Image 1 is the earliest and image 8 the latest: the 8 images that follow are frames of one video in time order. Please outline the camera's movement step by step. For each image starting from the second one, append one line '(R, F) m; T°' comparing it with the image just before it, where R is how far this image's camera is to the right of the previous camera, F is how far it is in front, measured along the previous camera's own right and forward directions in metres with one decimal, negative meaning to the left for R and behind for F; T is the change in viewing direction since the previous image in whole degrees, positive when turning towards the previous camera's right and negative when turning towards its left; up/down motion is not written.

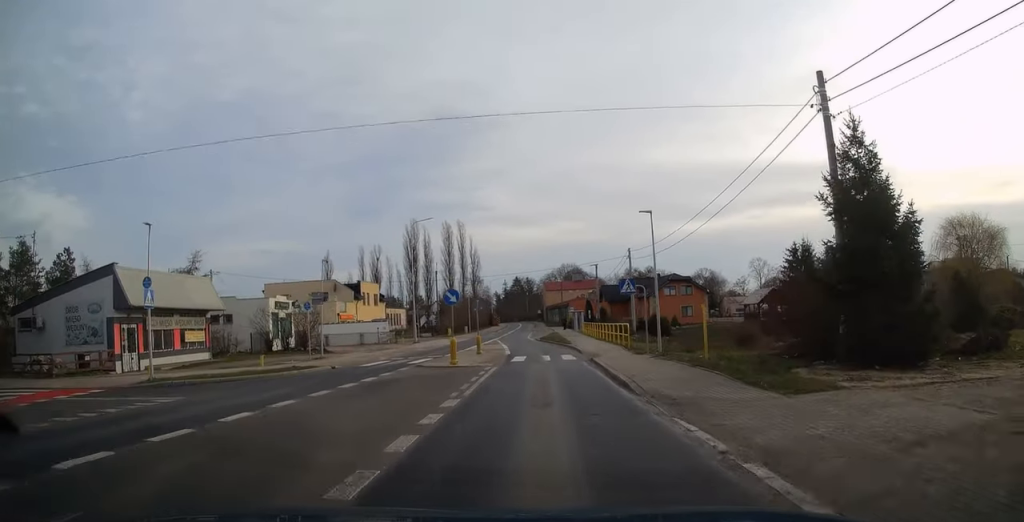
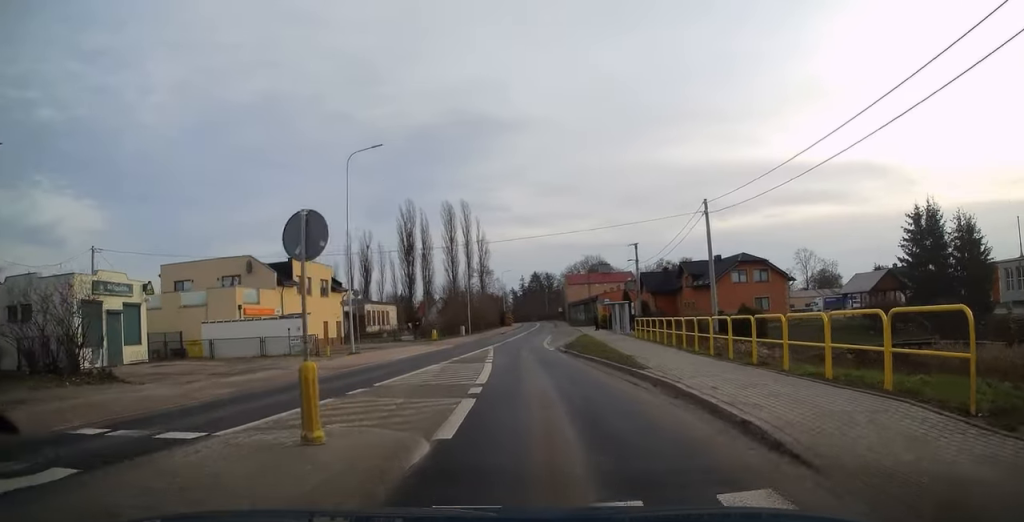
(+0.1, +23.1) m; -1°
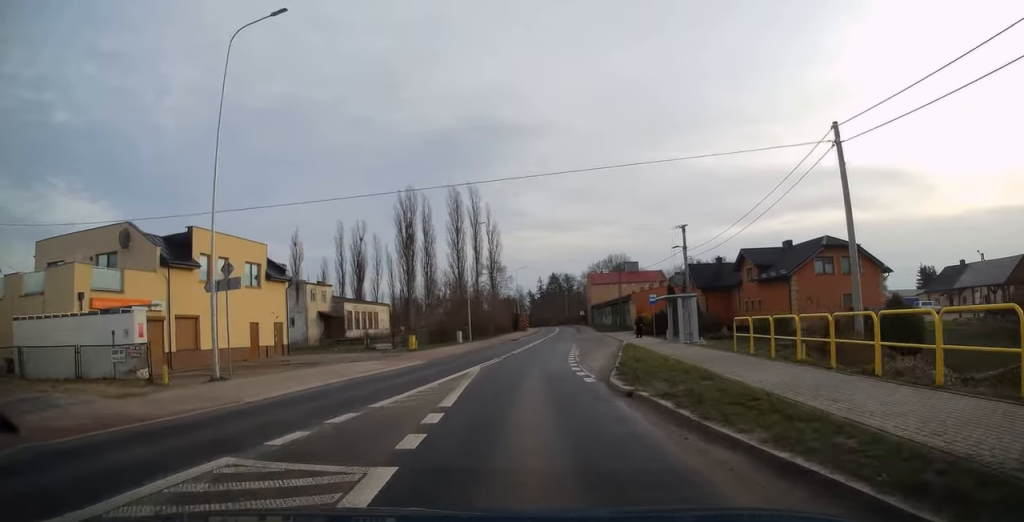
(-0.2, +15.9) m; -2°
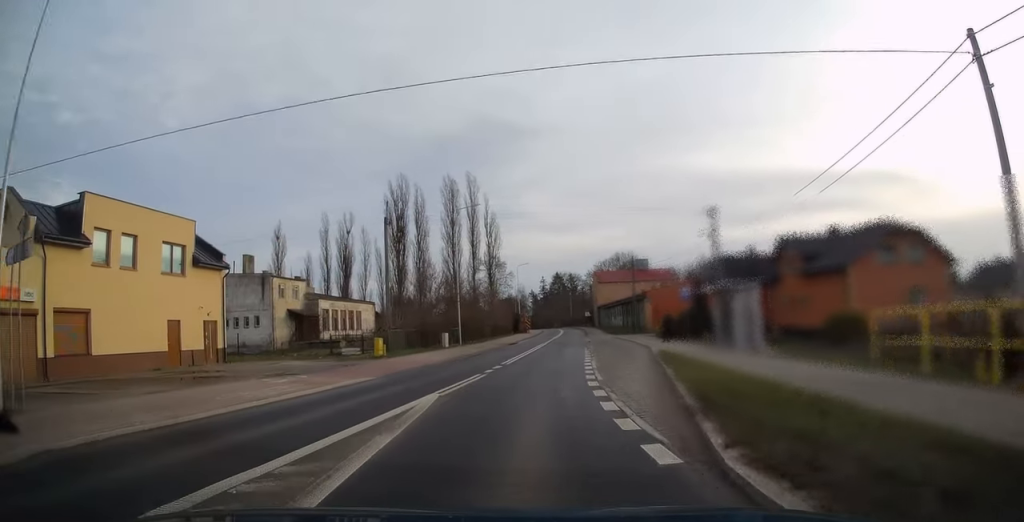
(0.0, +8.8) m; -1°
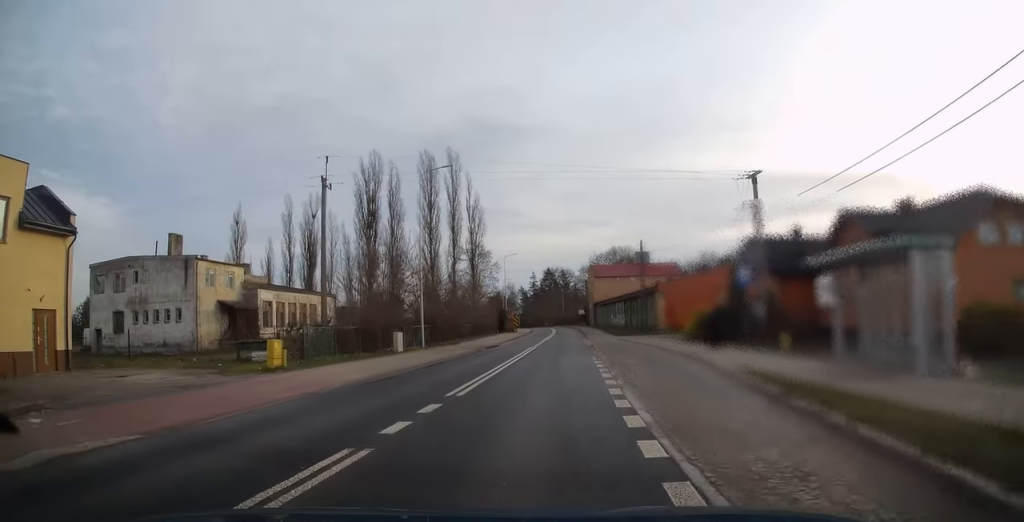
(-0.3, +11.5) m; -1°
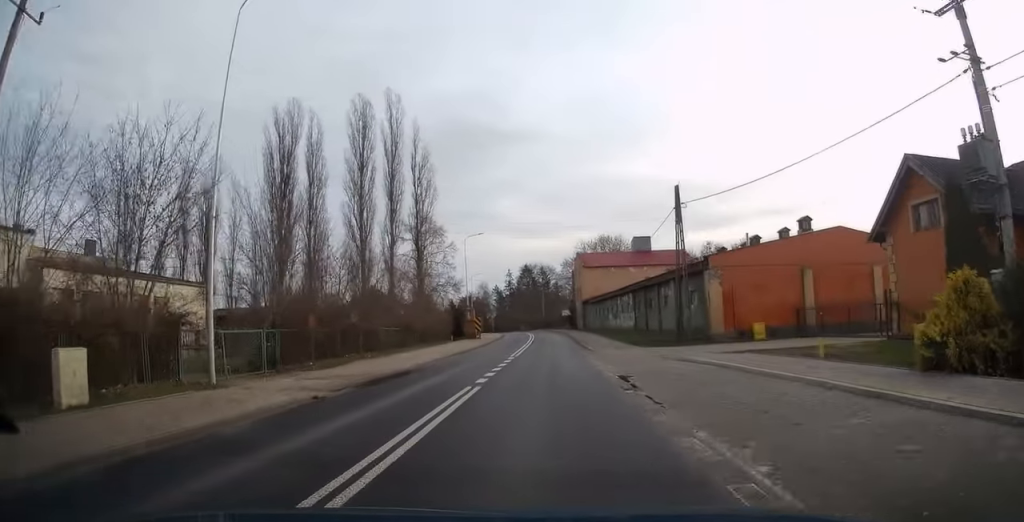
(+0.1, +22.5) m; +2°
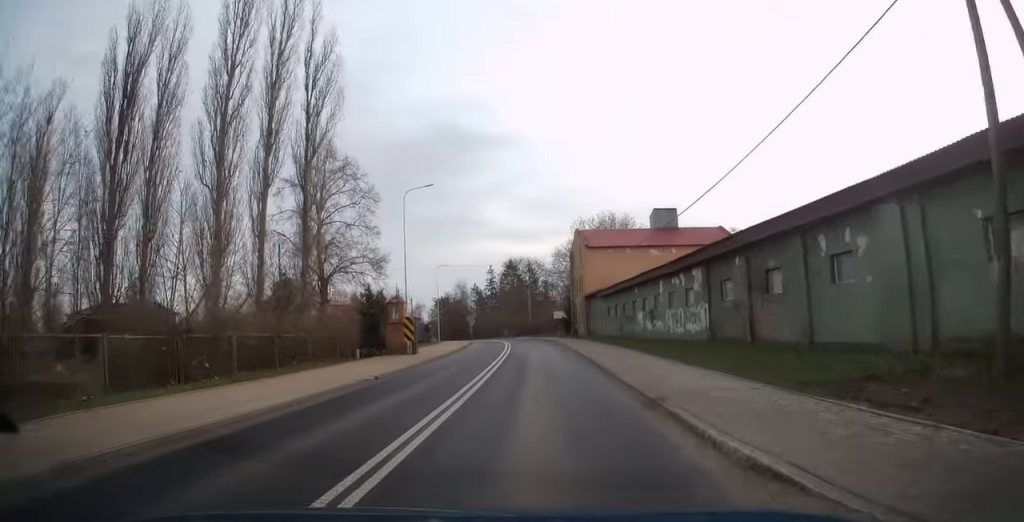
(+0.6, +25.2) m; +1°
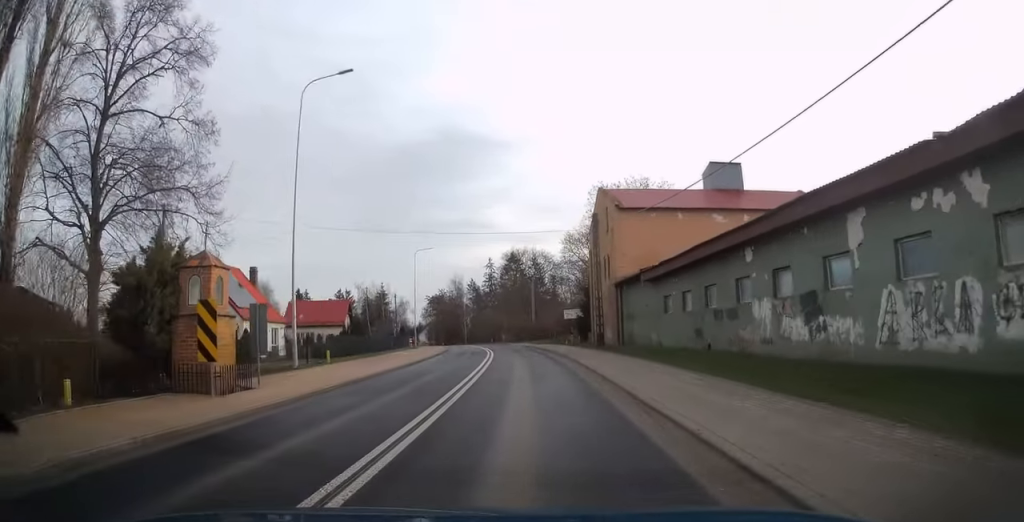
(0.0, +20.2) m; +1°
